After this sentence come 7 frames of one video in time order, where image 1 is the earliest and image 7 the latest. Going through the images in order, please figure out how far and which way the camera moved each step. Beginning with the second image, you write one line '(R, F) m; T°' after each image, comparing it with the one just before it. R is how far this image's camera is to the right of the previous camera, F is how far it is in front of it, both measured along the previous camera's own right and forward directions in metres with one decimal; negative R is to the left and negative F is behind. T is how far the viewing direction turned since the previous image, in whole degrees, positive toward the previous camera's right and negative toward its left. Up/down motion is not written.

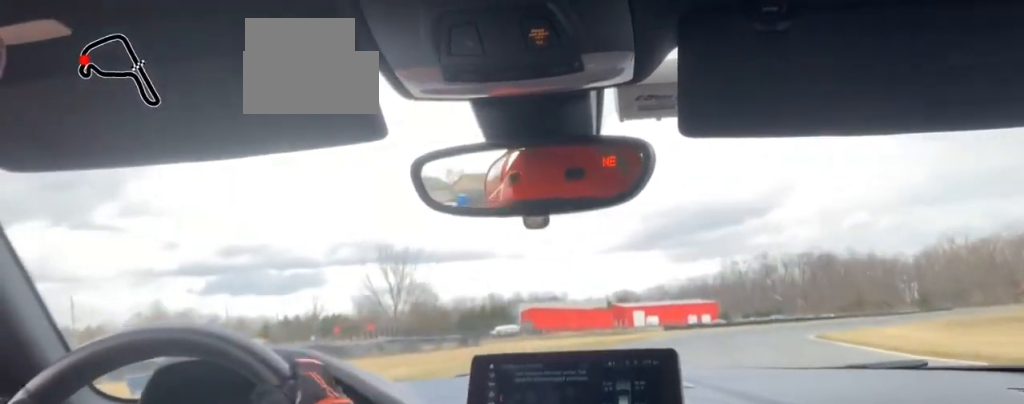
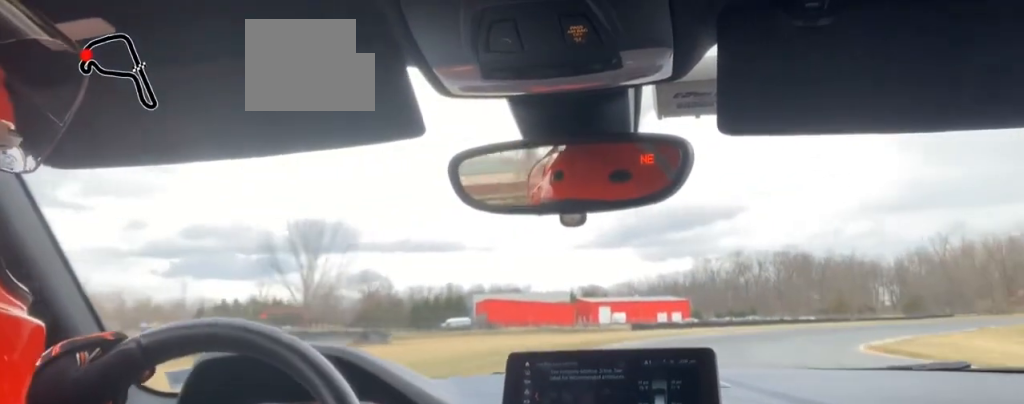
(-3.5, +19.3) m; +1°
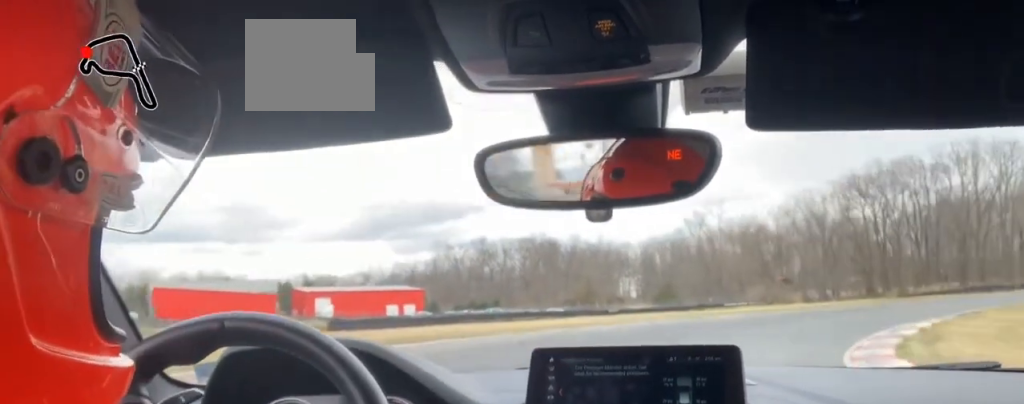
(+3.3, +34.7) m; +10°
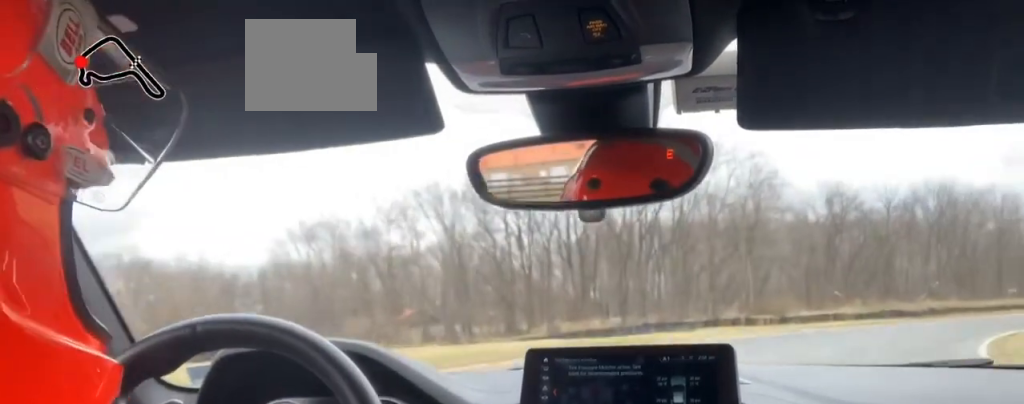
(+1.9, +40.6) m; +3°
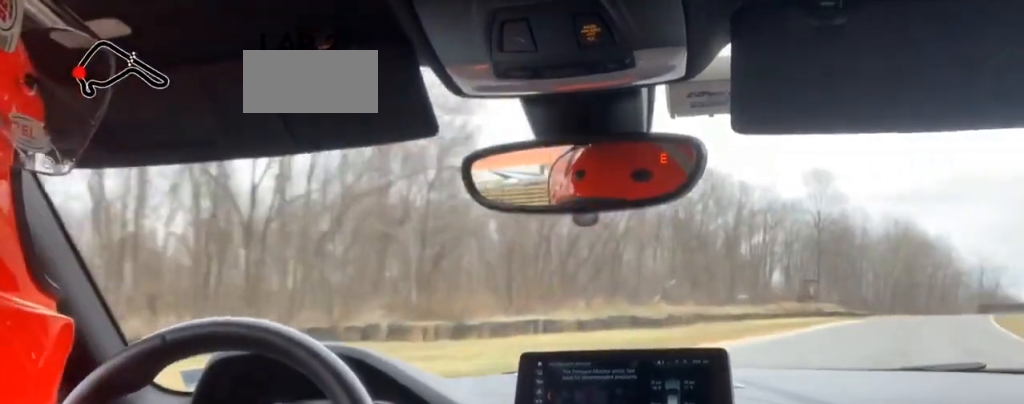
(+3.1, +37.8) m; +19°
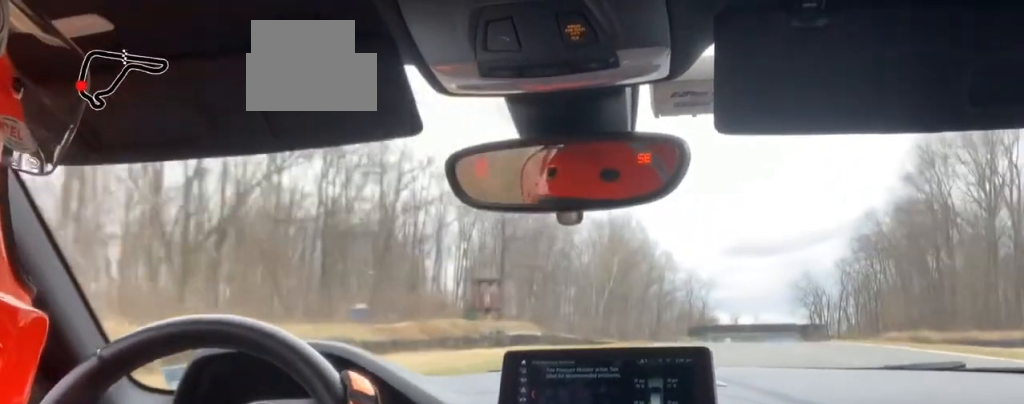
(+20.3, +61.0) m; +25°
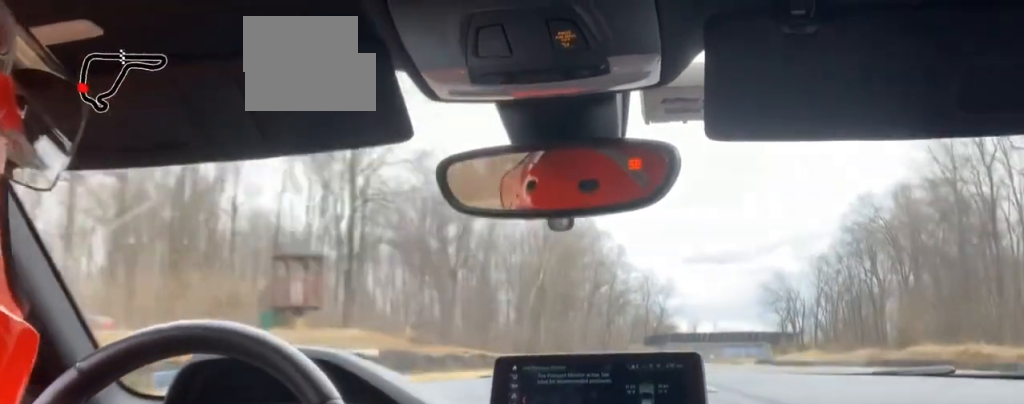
(-0.1, +32.3) m; +3°
